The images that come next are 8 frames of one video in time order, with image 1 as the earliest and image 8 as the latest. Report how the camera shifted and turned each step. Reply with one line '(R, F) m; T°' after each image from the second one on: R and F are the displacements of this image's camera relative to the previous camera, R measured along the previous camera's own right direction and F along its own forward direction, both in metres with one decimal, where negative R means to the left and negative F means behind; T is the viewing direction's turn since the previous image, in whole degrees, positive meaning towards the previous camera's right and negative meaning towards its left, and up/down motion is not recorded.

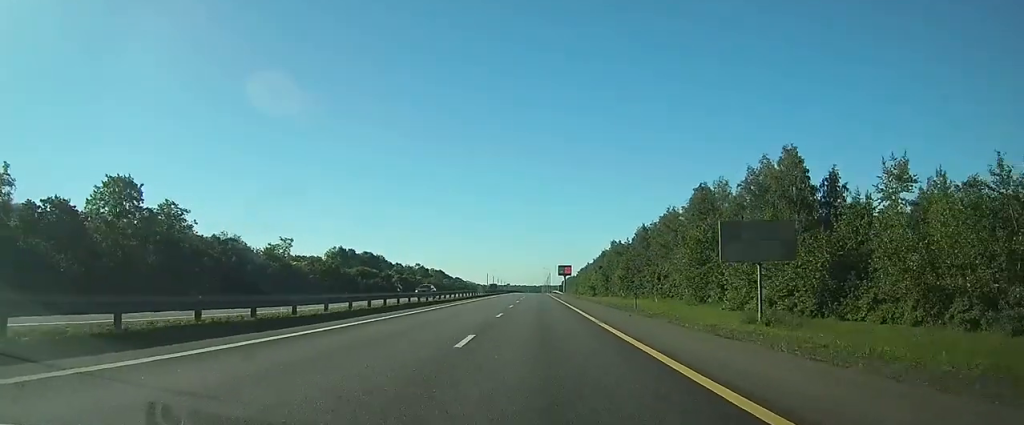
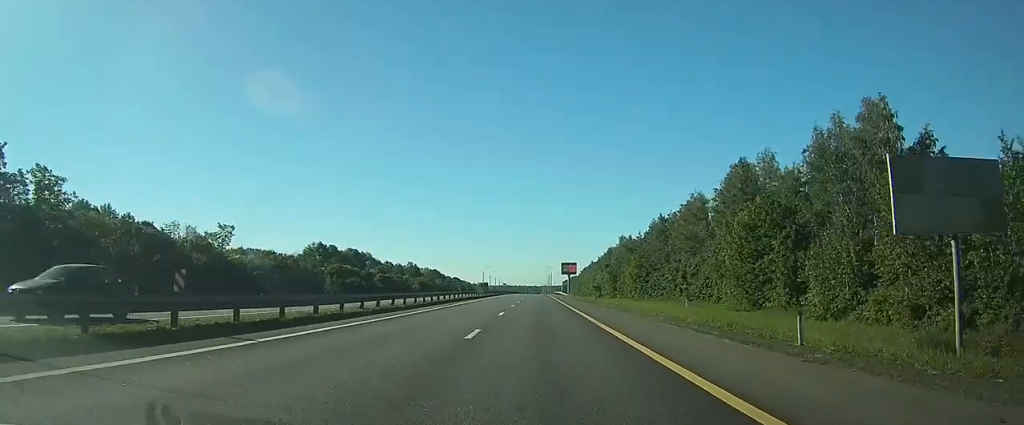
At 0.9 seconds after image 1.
(0.0, +21.9) m; 0°
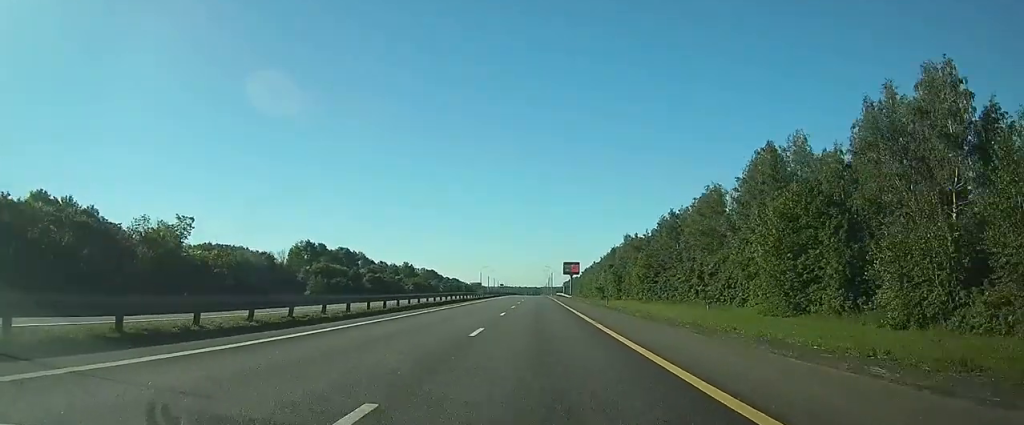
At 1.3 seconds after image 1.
(0.0, +10.9) m; 0°
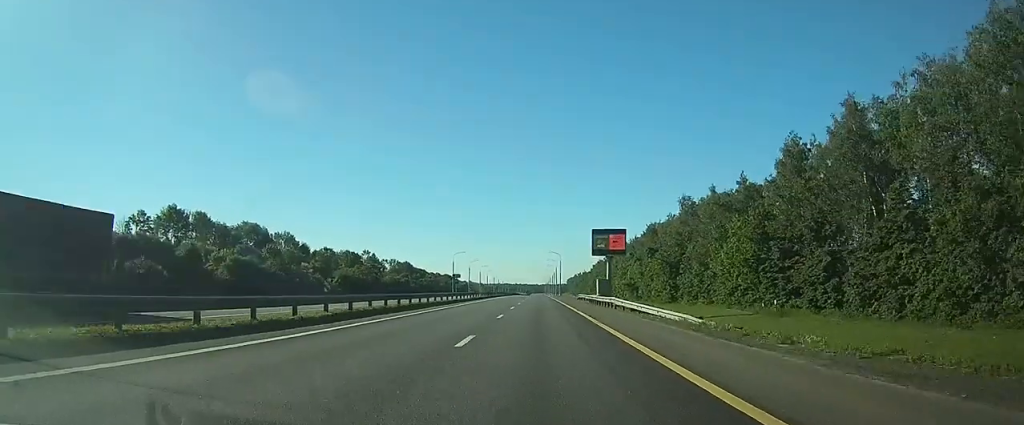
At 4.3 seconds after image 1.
(-0.2, +74.5) m; 0°
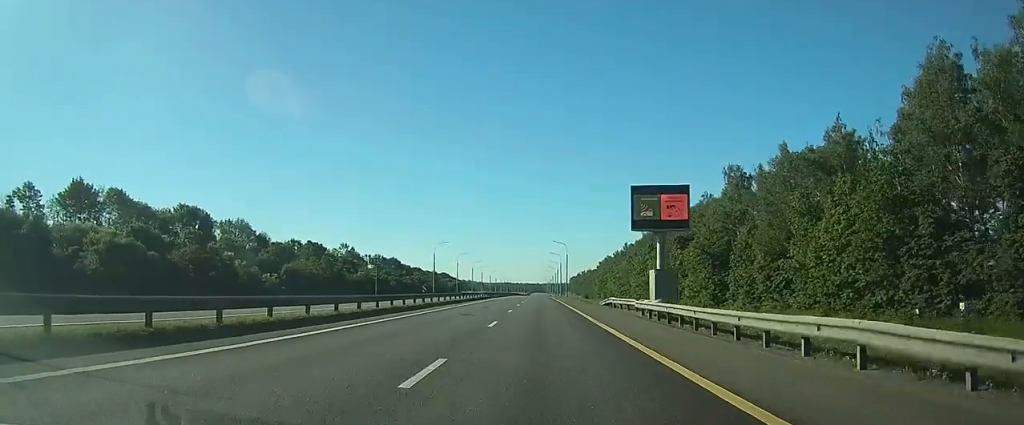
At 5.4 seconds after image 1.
(0.0, +28.6) m; 0°
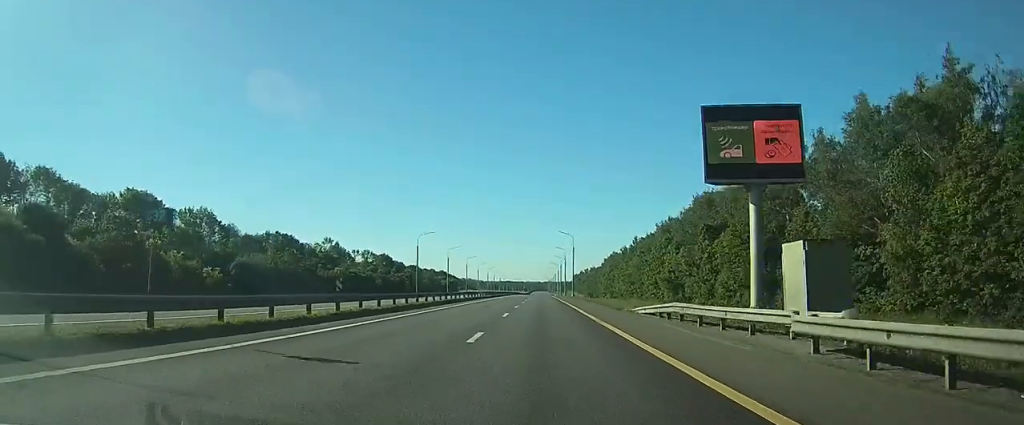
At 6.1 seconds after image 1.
(0.0, +17.8) m; 0°
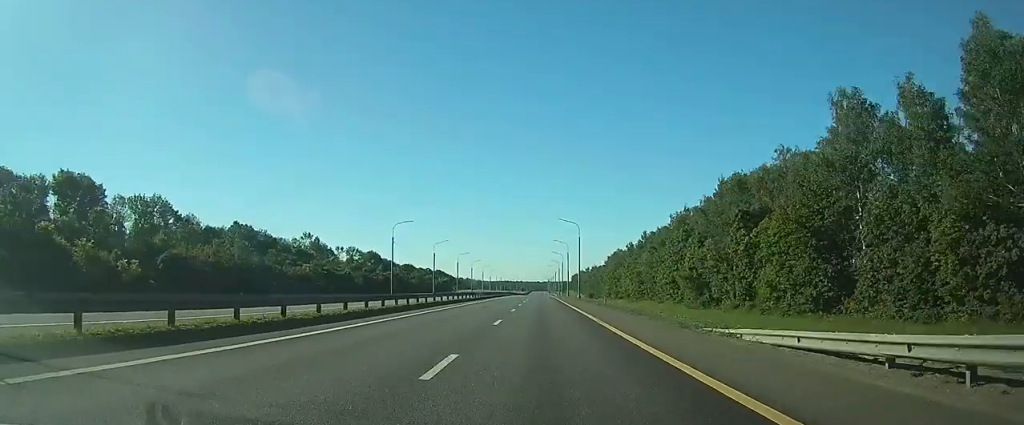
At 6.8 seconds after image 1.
(0.0, +17.0) m; 0°
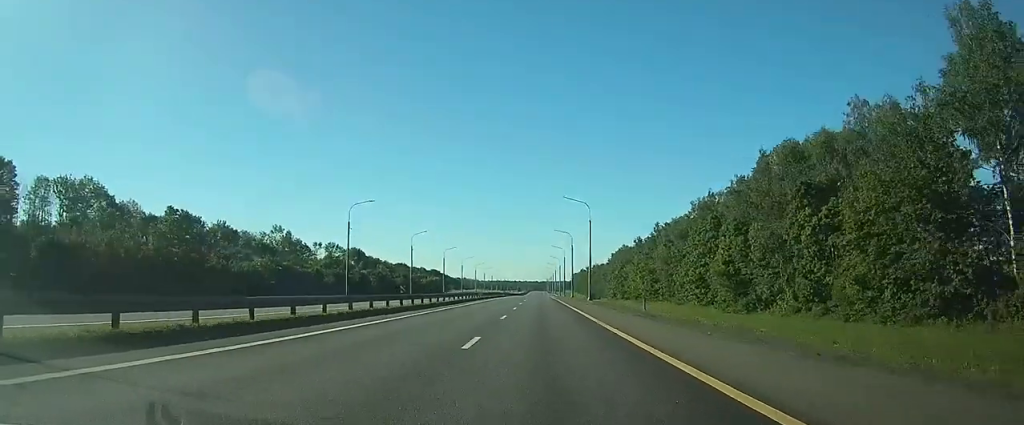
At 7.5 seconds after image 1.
(+0.1, +19.7) m; 0°
